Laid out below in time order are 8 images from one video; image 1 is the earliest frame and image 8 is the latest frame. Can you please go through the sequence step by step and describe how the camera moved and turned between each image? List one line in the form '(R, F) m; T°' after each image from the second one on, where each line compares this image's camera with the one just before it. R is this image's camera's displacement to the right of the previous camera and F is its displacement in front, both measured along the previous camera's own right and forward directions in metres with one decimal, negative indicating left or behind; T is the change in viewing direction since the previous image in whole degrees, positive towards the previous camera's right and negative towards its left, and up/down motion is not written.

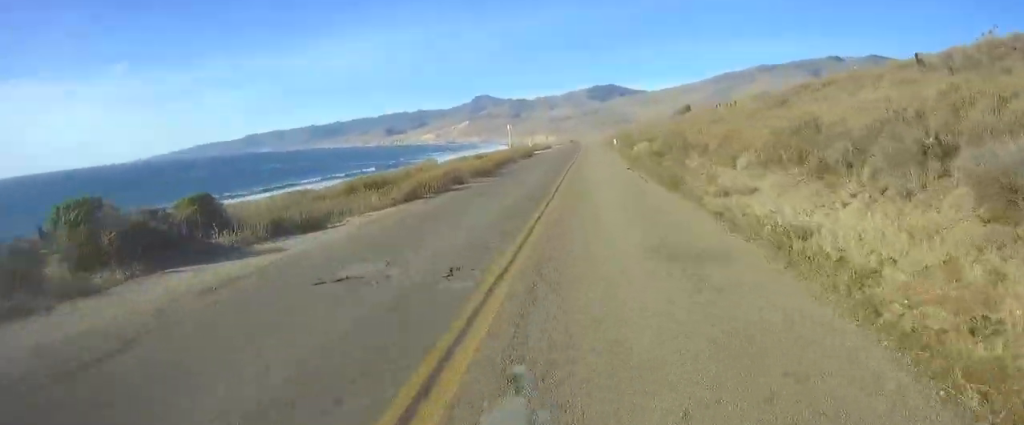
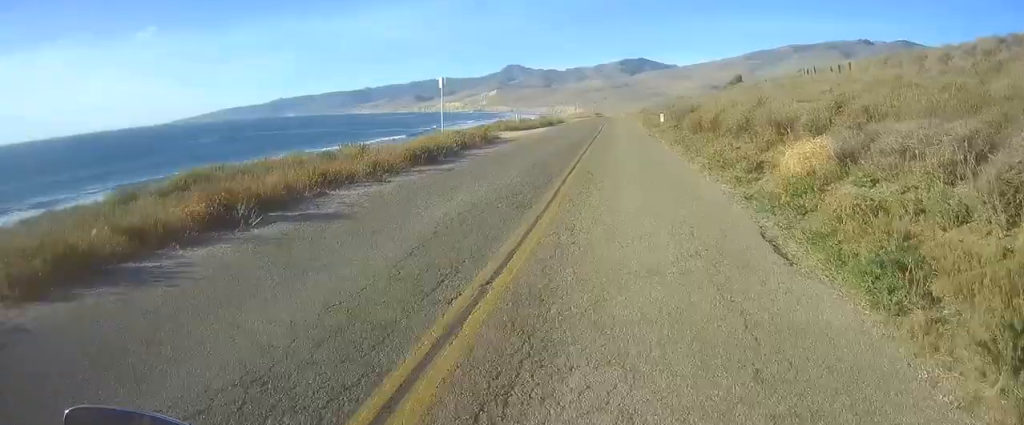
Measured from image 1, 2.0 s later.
(+0.1, +36.5) m; 0°
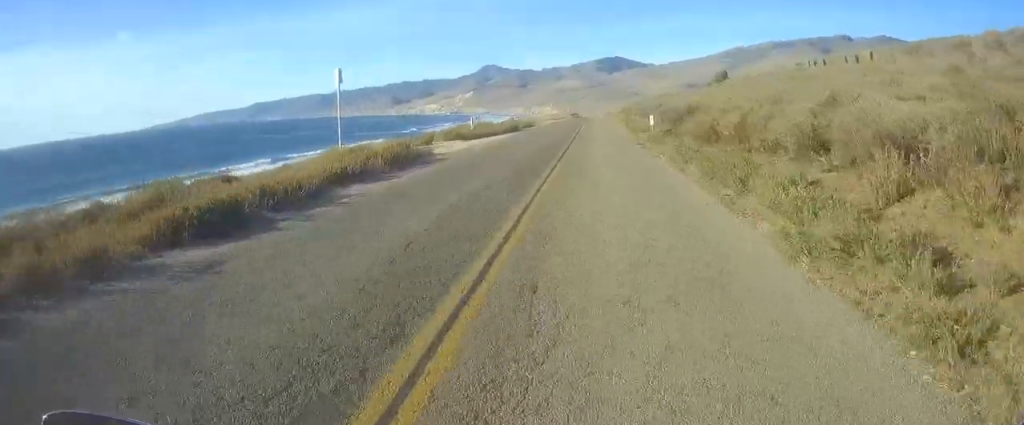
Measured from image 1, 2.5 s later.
(0.0, +9.6) m; 0°
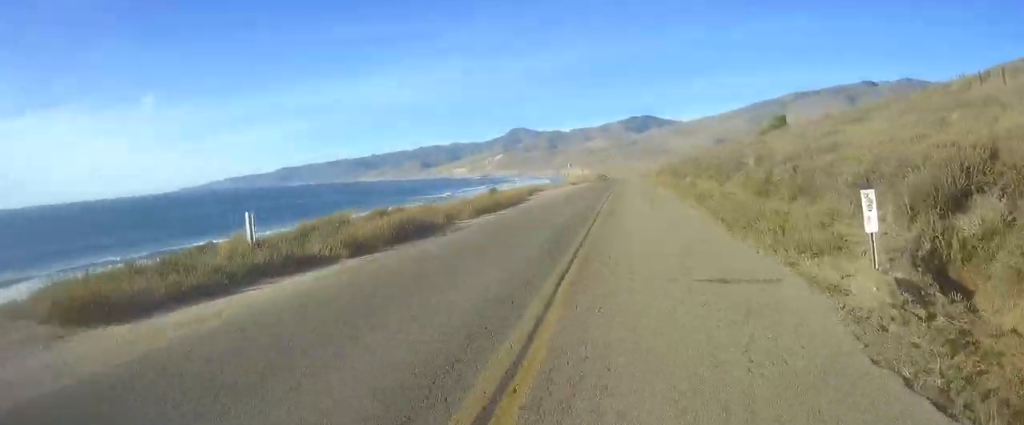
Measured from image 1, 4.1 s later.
(+0.1, +28.8) m; +1°
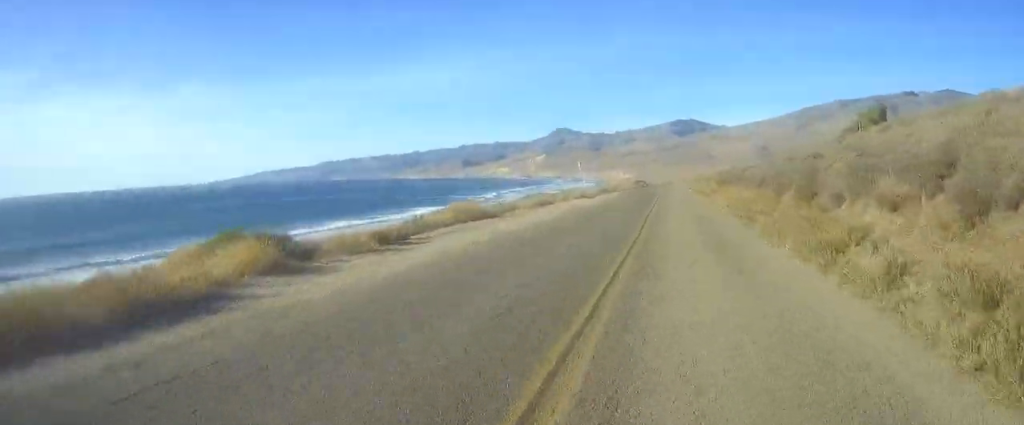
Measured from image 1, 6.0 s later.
(+0.2, +34.2) m; 0°
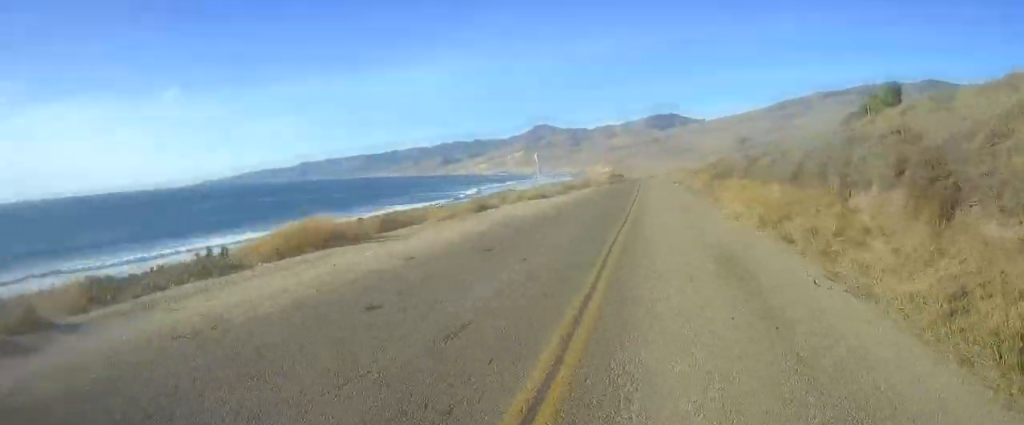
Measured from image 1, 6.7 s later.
(0.0, +12.6) m; 0°
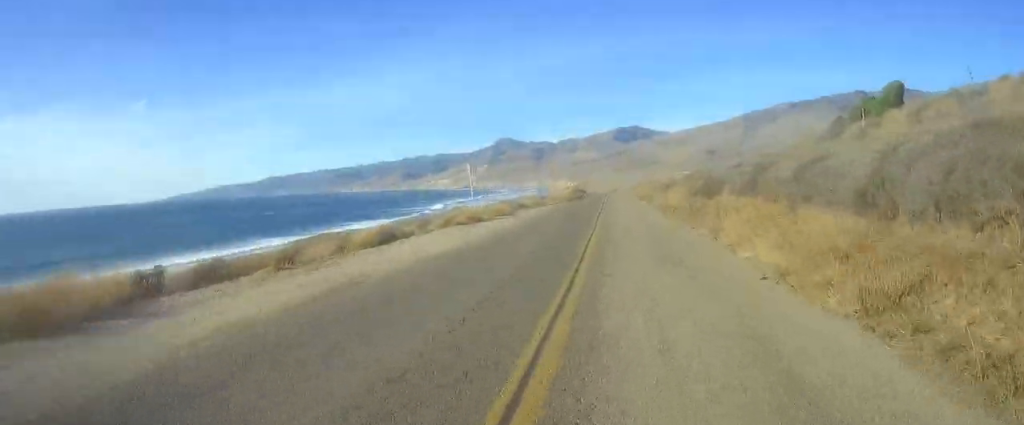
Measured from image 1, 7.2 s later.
(0.0, +10.6) m; 0°
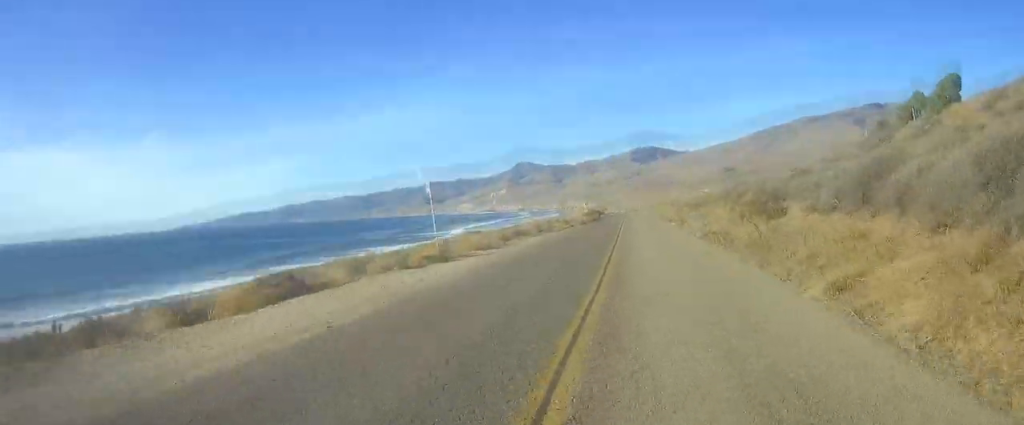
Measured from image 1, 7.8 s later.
(0.0, +11.3) m; 0°
